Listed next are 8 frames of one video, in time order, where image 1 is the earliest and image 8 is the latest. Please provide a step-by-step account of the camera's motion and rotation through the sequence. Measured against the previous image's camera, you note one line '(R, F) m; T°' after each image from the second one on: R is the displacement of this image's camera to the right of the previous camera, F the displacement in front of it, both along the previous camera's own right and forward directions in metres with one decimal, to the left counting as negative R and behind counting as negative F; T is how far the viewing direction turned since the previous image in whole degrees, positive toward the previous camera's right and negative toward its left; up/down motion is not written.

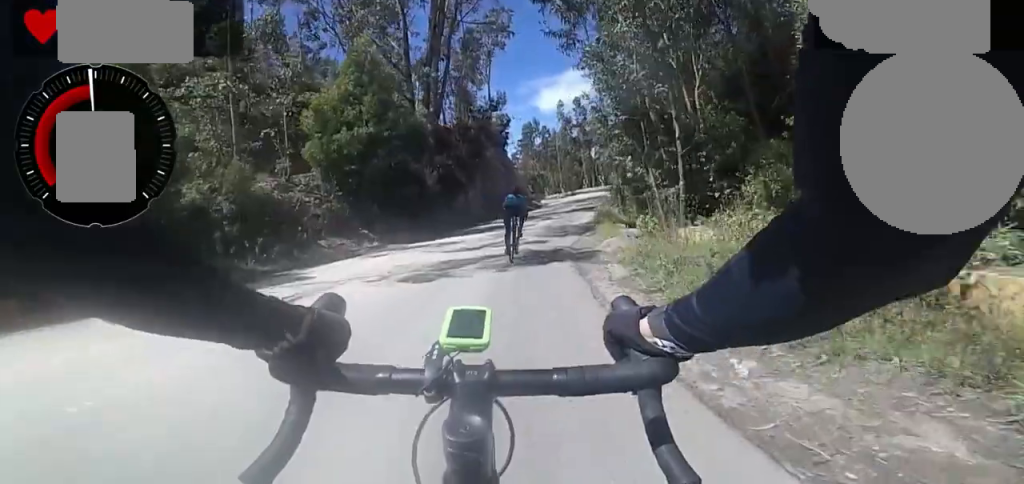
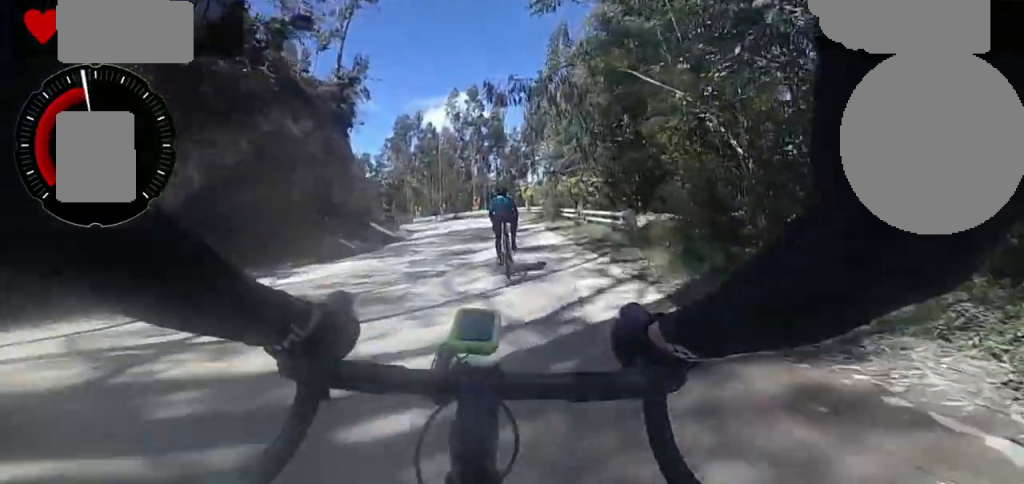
(+1.0, +13.9) m; +2°
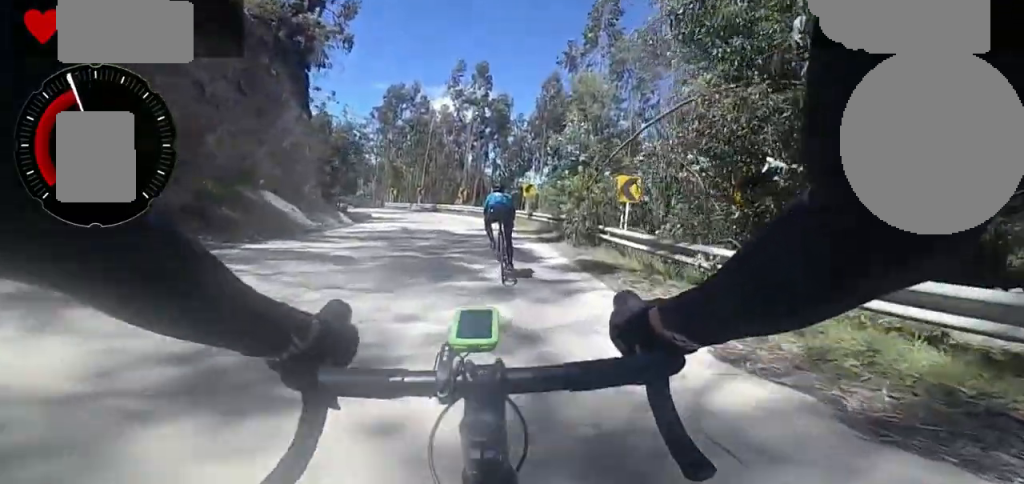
(-1.0, +5.4) m; -9°
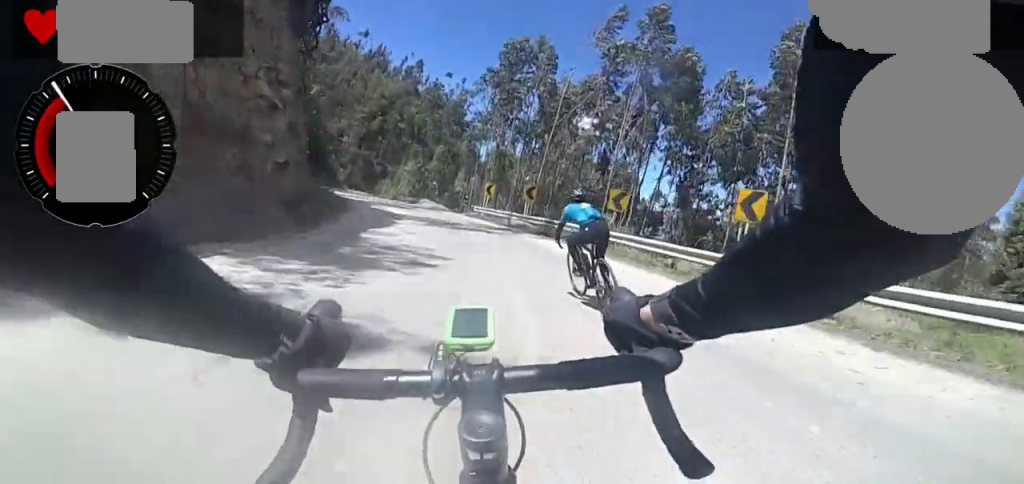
(-1.7, +12.6) m; -17°
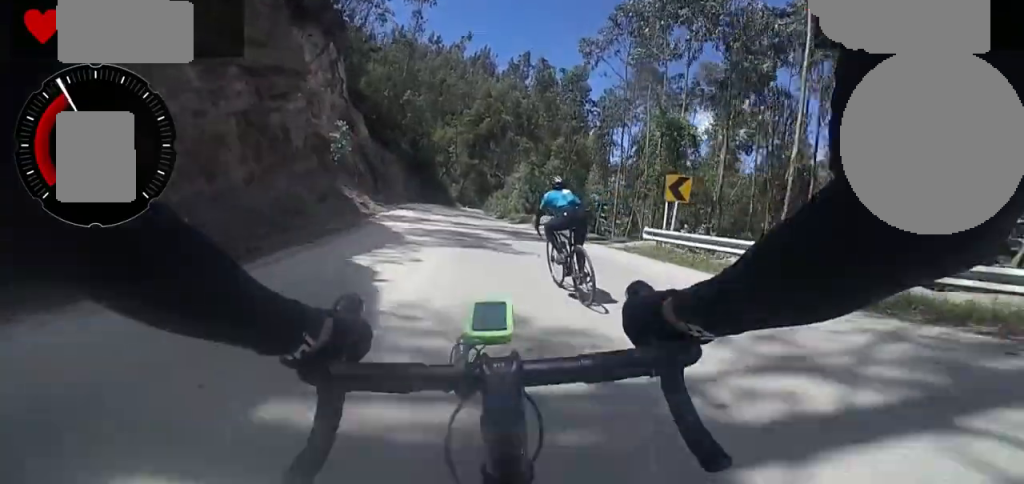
(-1.3, +10.4) m; -7°
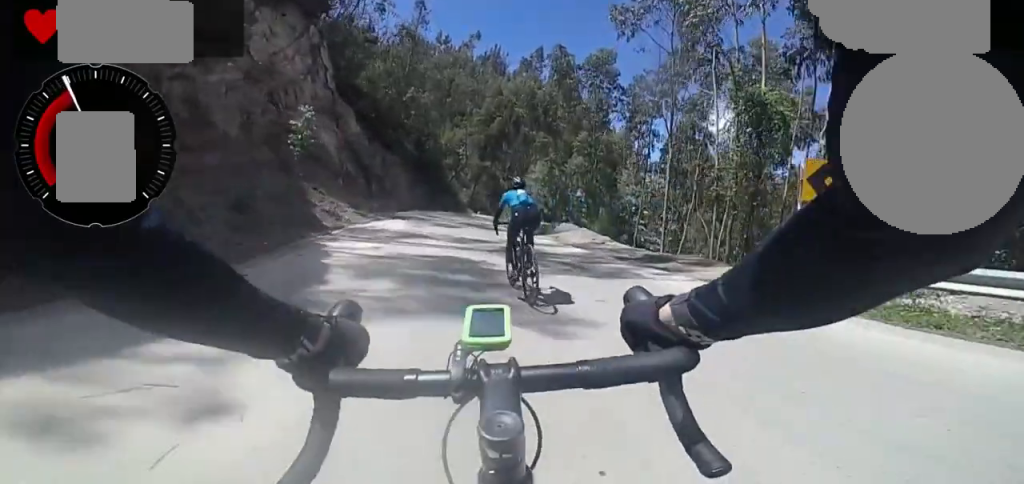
(-0.2, +3.6) m; 0°
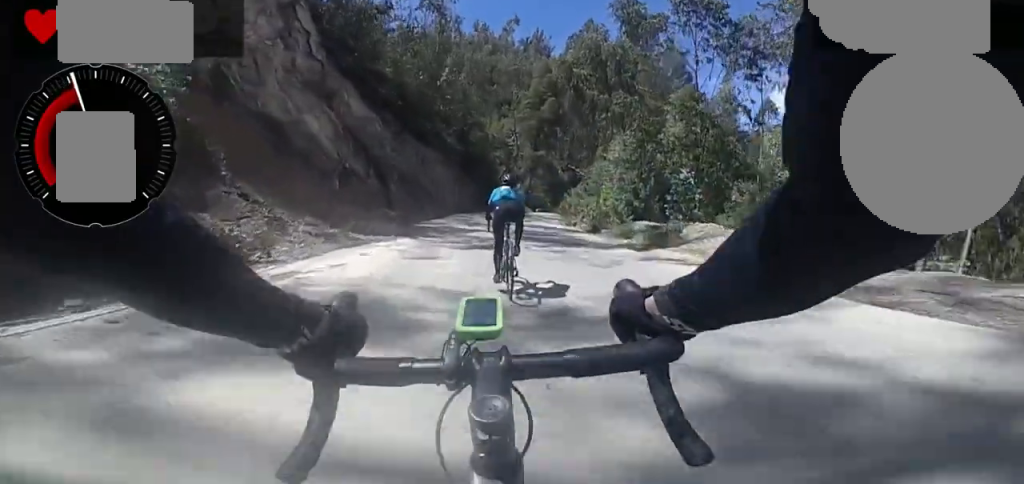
(+0.4, +6.2) m; -1°
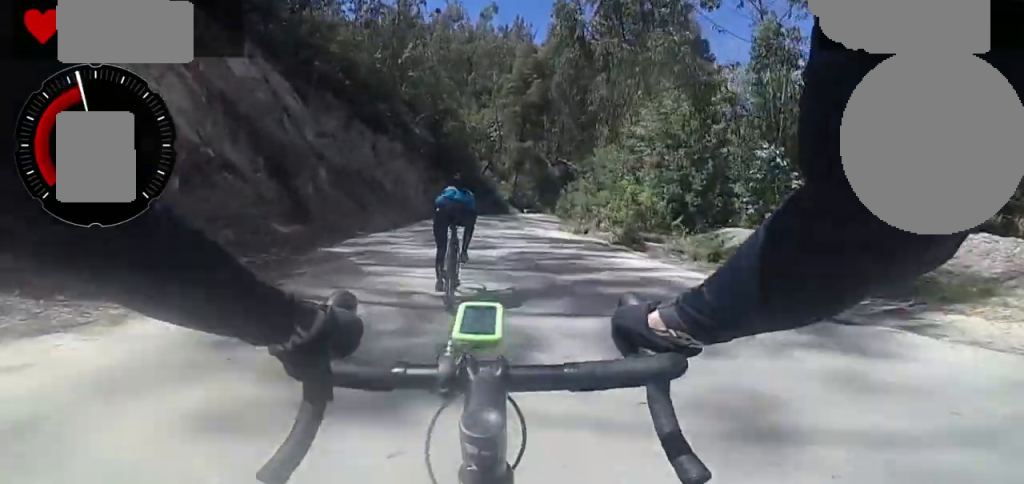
(-0.2, +5.4) m; -3°
